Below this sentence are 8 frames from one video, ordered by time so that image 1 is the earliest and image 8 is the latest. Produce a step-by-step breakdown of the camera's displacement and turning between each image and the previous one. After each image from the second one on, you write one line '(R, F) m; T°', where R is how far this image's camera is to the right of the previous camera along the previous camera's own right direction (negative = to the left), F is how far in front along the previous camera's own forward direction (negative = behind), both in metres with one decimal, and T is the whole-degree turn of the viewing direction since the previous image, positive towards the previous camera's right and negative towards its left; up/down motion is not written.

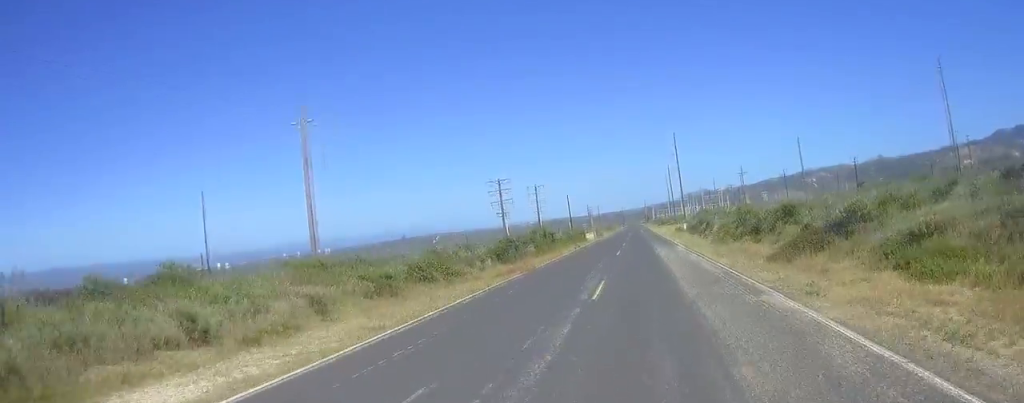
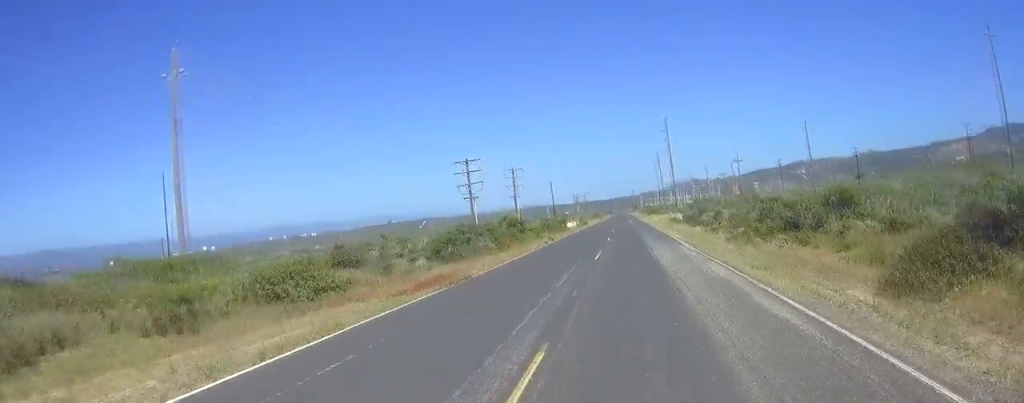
(0.0, +11.0) m; 0°
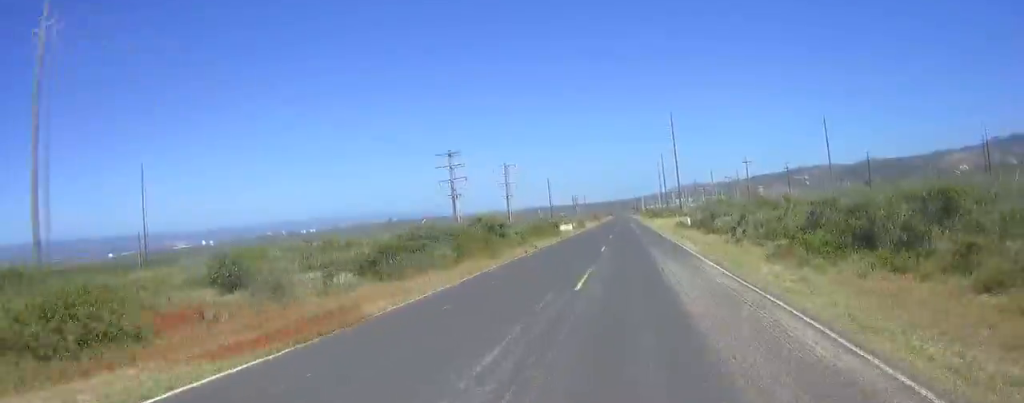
(-0.1, +8.4) m; 0°
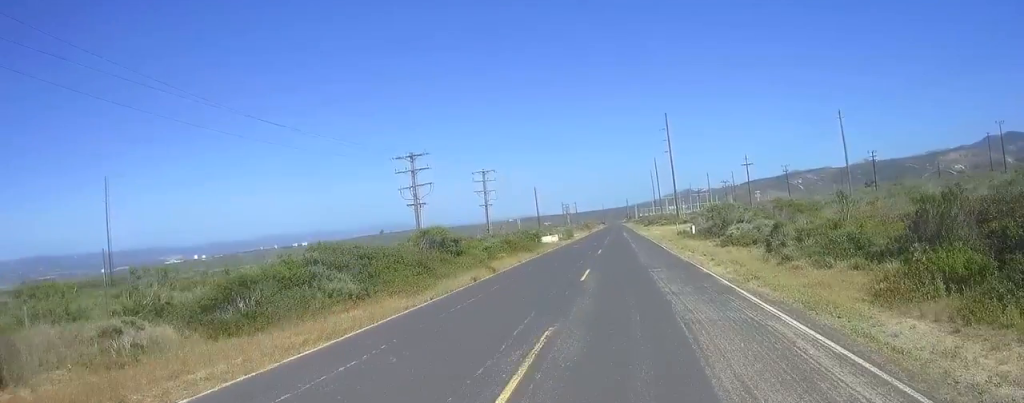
(+0.1, +9.9) m; 0°
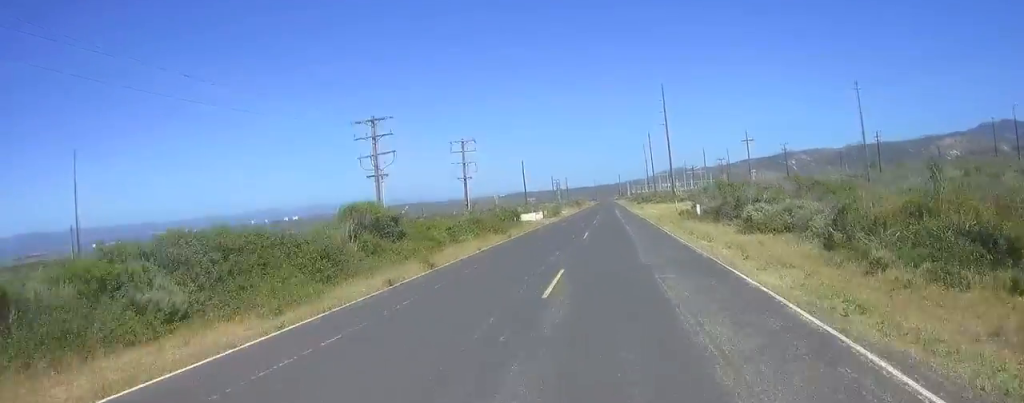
(+0.1, +7.9) m; 0°
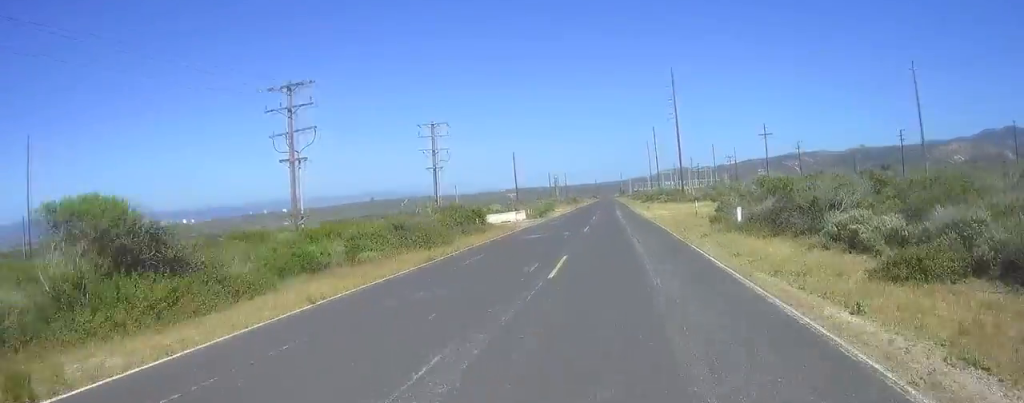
(-0.2, +14.1) m; -1°
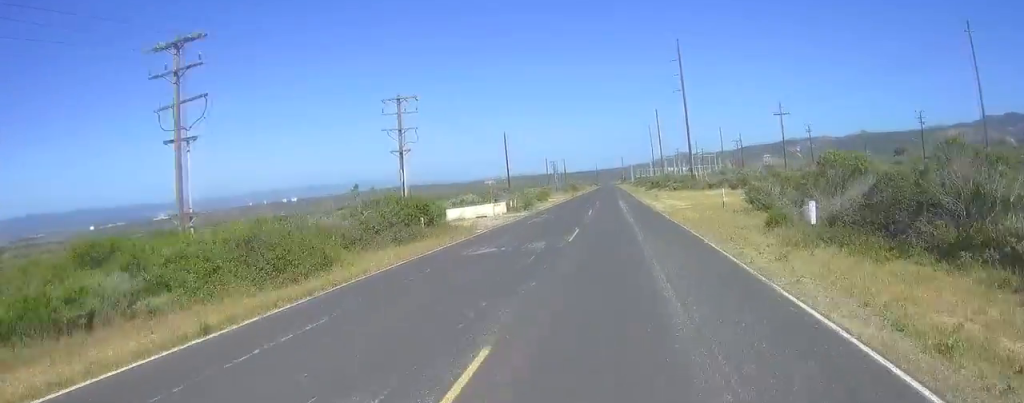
(0.0, +11.0) m; 0°
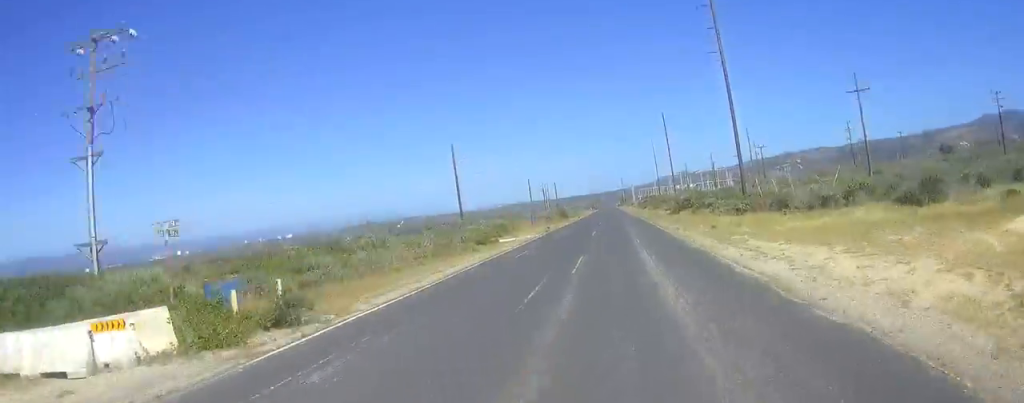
(0.0, +36.7) m; -1°
